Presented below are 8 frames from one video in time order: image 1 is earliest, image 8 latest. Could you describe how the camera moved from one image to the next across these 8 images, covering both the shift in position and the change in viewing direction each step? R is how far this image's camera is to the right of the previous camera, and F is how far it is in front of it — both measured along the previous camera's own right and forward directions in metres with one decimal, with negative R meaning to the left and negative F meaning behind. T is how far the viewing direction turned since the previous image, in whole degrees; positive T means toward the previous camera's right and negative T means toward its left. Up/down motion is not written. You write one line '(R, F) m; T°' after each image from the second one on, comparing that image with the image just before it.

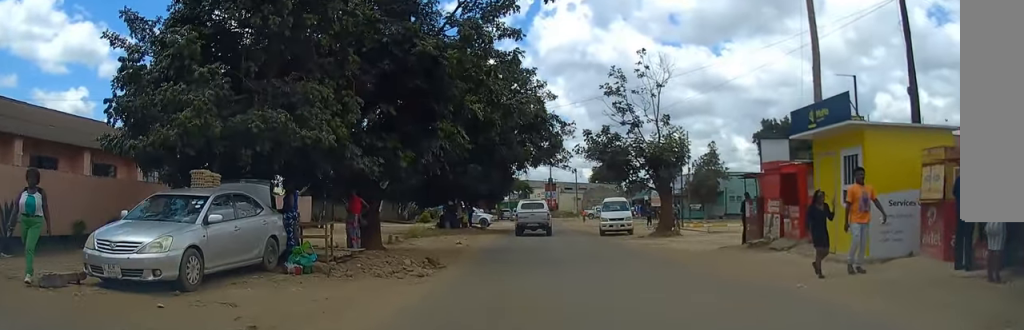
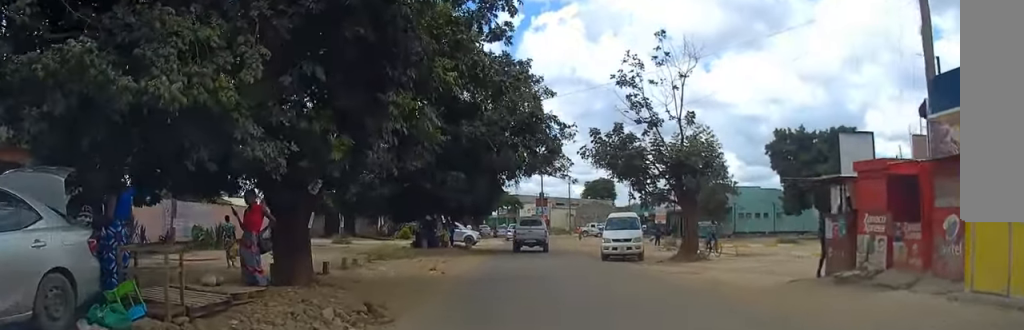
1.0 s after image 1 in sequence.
(-0.1, +5.8) m; 0°
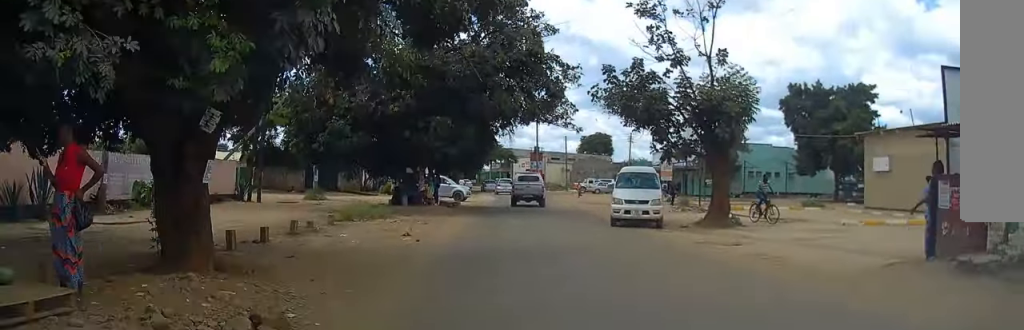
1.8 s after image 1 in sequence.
(+0.1, +4.4) m; 0°
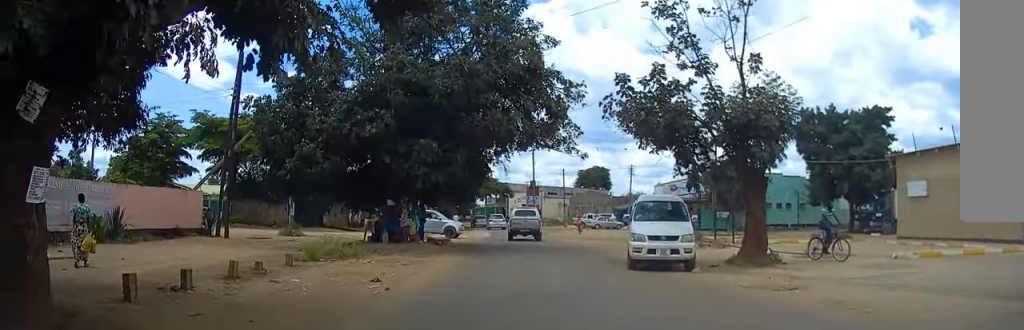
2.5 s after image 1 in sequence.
(0.0, +3.5) m; 0°
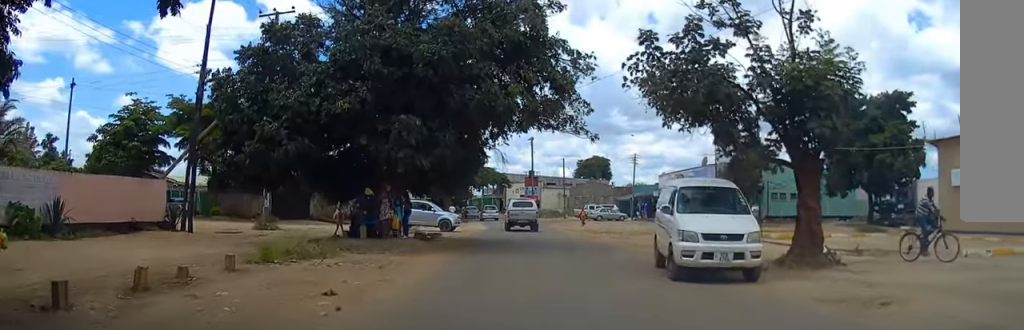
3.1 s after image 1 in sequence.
(-0.2, +3.4) m; 0°
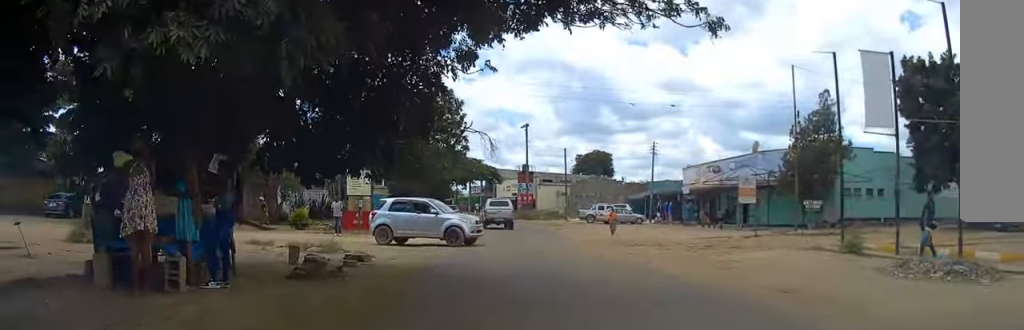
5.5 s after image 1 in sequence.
(+0.6, +13.4) m; +4°
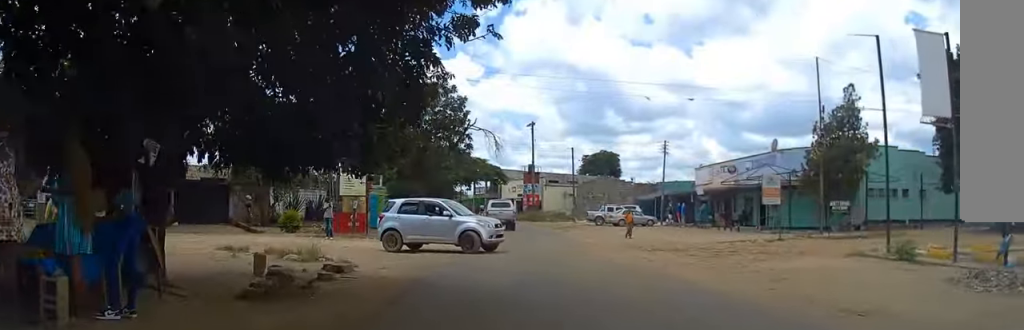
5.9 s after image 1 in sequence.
(+0.1, +2.3) m; 0°
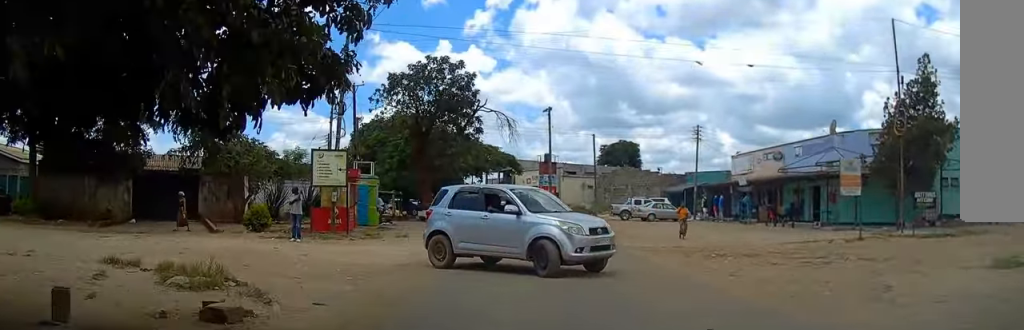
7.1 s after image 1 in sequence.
(-0.1, +6.2) m; -3°
